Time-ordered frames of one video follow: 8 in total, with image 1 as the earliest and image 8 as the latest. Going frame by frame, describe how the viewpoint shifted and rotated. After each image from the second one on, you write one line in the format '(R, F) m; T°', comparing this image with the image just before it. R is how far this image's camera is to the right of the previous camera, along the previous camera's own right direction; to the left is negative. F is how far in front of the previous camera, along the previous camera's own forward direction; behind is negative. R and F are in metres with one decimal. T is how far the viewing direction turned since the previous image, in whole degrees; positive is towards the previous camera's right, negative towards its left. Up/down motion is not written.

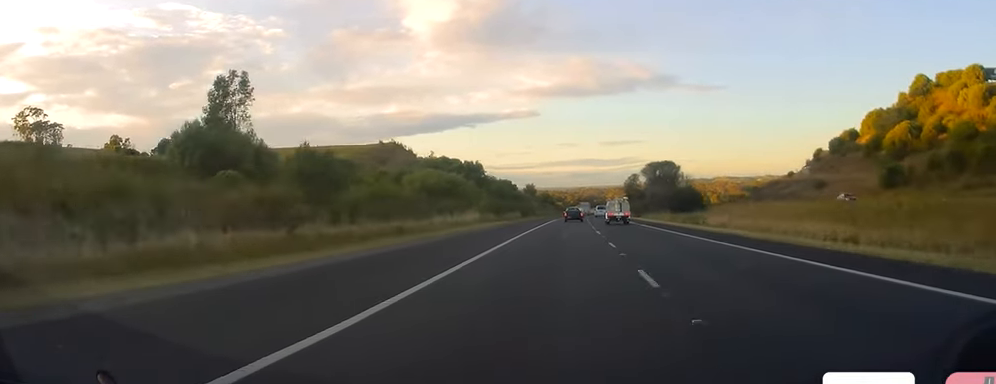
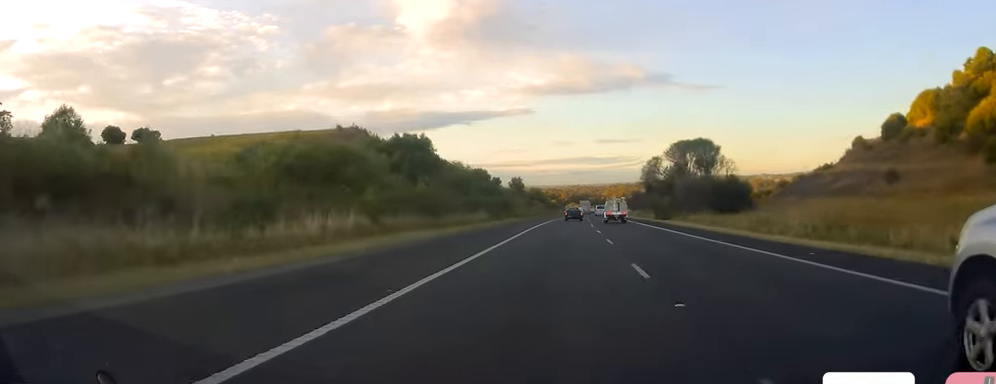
(-0.2, +35.2) m; +1°
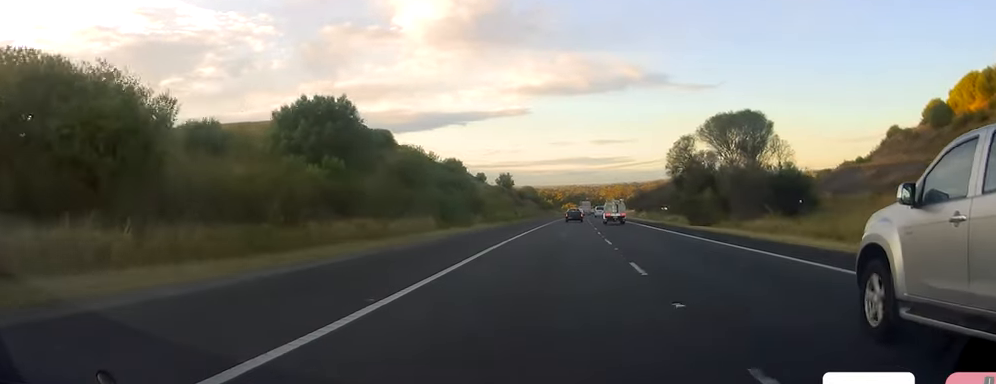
(+0.6, +23.5) m; +1°
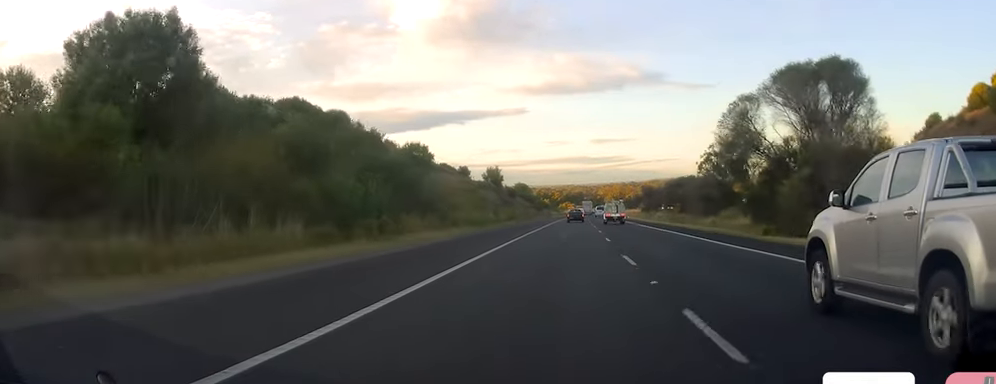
(0.0, +20.6) m; 0°
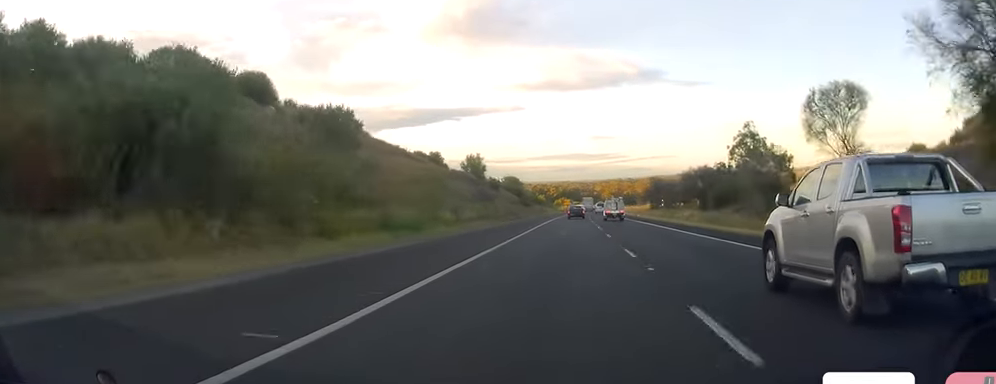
(-0.1, +23.6) m; 0°
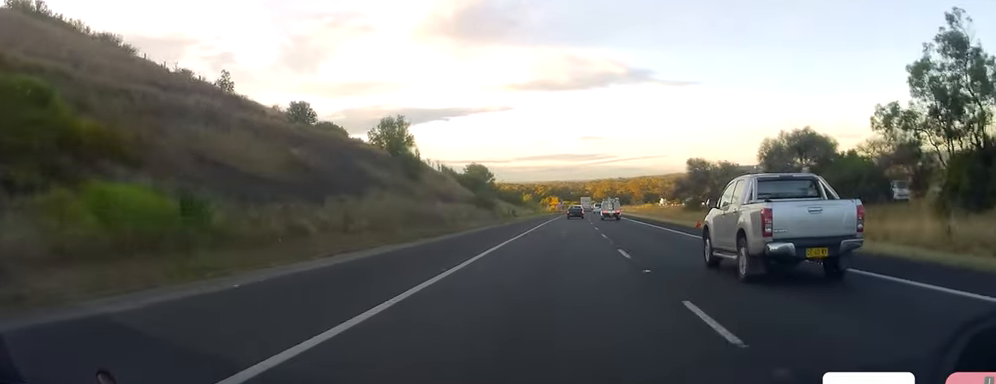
(+0.3, +49.2) m; +1°
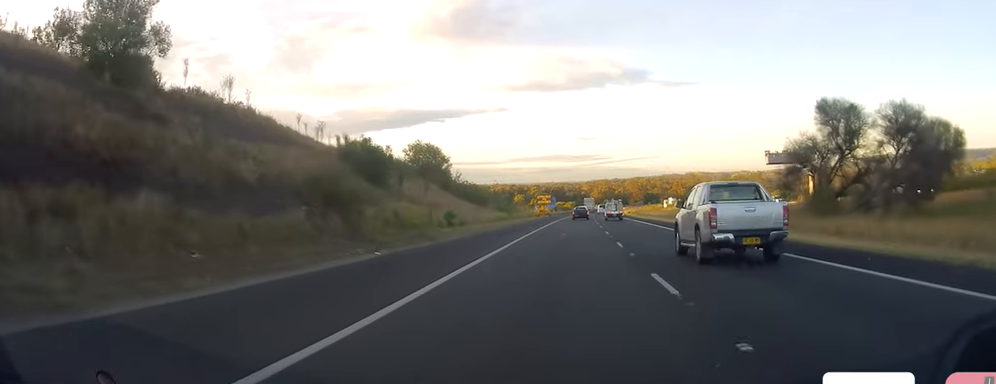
(+0.1, +44.4) m; 0°
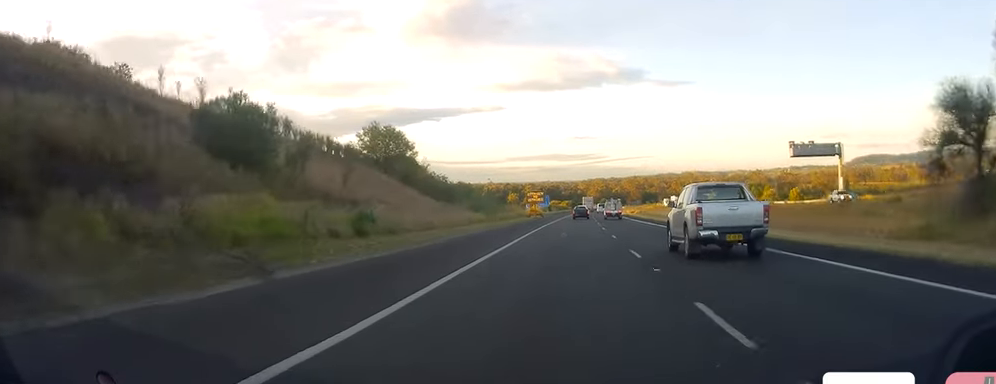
(-0.1, +17.8) m; 0°
